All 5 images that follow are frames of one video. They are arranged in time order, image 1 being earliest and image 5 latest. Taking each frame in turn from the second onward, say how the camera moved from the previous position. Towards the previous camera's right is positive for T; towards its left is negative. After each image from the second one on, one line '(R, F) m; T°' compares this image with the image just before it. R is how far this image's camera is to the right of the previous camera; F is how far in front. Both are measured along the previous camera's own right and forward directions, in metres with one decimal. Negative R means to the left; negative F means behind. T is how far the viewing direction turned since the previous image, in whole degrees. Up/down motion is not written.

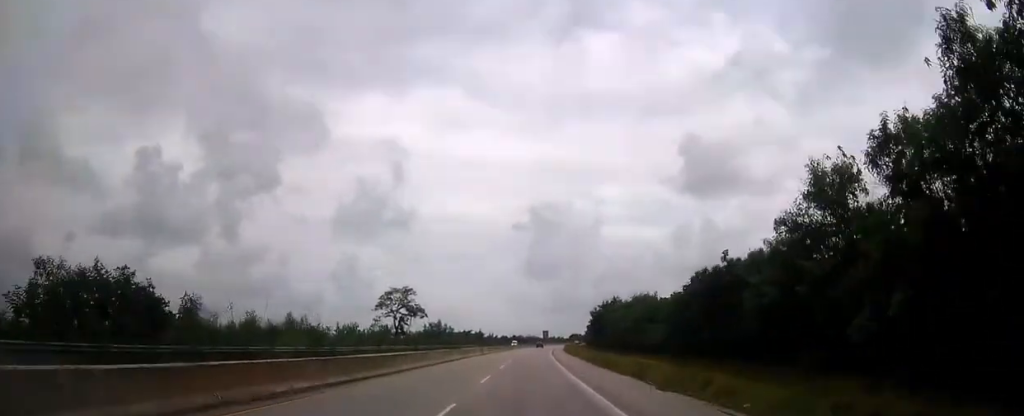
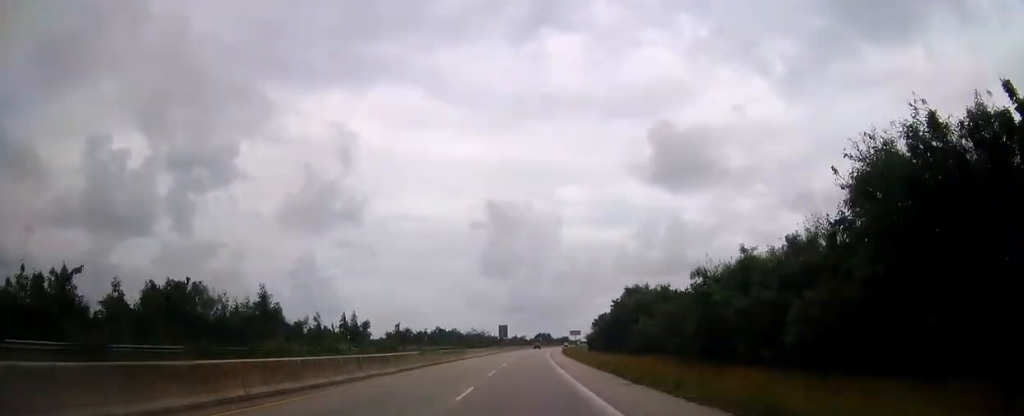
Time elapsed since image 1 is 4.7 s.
(+4.7, +134.8) m; +4°
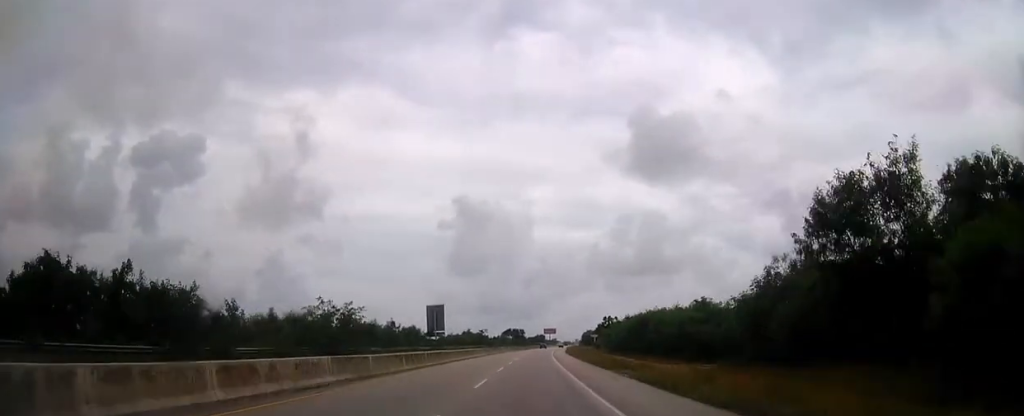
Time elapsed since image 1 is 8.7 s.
(+3.3, +114.2) m; +3°
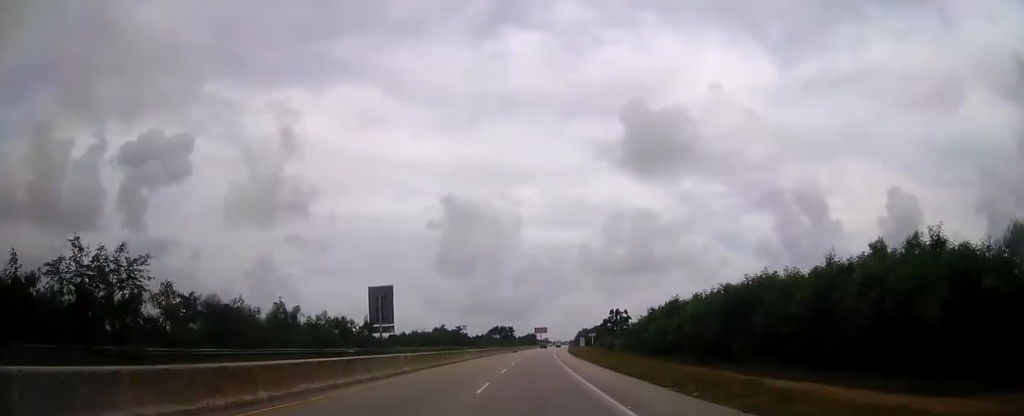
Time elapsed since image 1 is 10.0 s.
(+0.1, +37.3) m; +1°
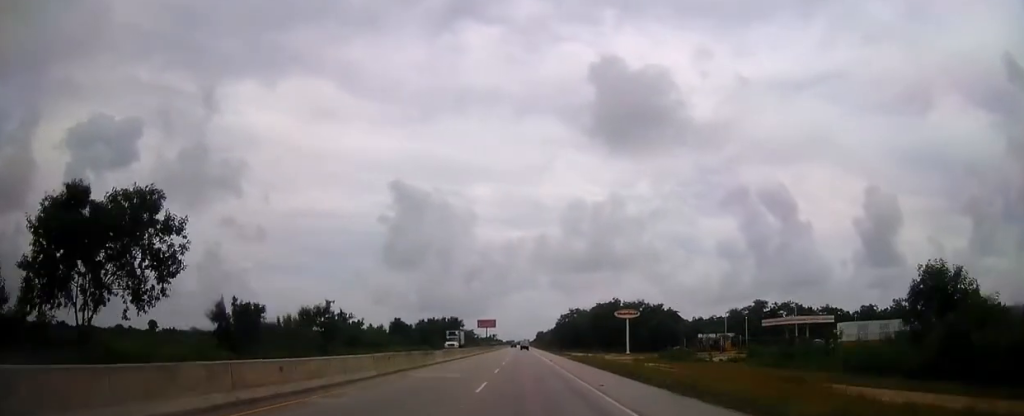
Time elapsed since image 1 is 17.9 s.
(+11.1, +225.1) m; +4°
